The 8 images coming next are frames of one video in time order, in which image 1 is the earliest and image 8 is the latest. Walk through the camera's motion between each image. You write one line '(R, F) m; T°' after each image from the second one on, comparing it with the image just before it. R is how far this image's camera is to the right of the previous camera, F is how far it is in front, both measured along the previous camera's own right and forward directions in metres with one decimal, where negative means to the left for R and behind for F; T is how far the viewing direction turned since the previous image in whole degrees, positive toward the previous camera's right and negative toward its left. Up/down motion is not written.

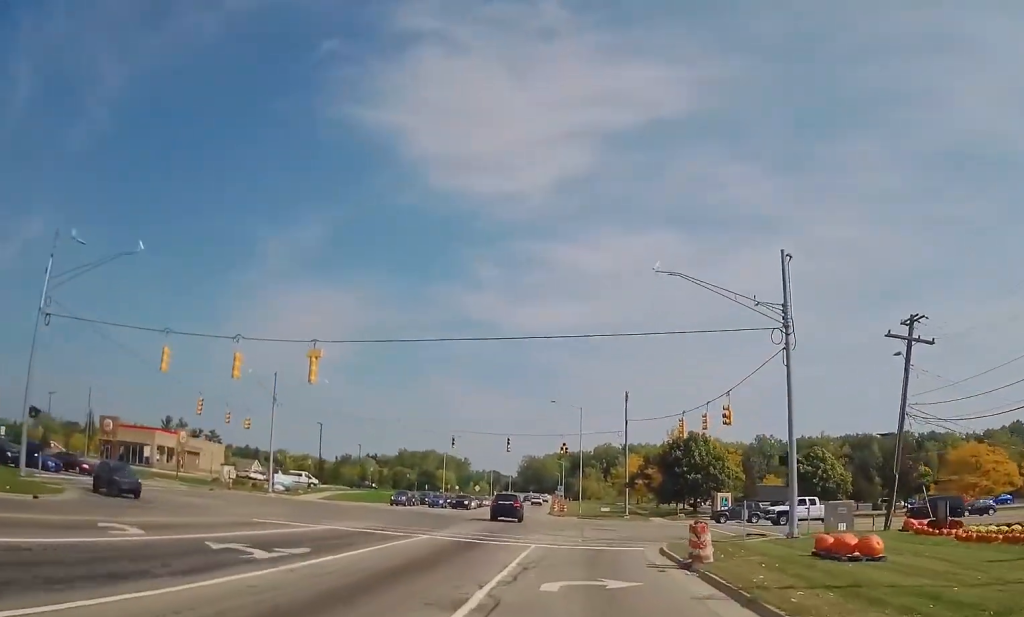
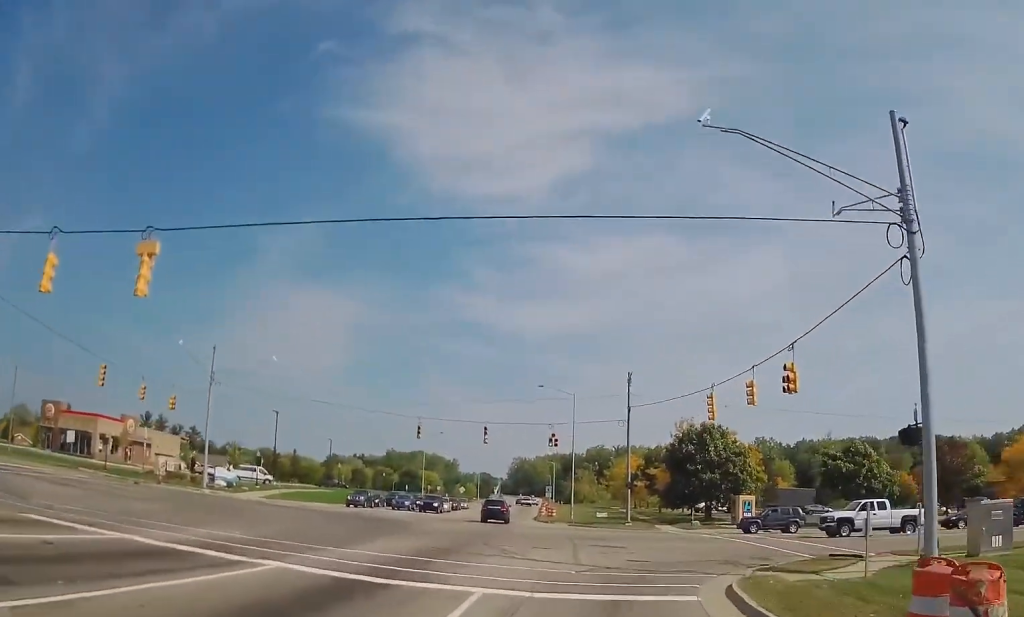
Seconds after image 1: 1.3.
(-0.5, +12.8) m; 0°
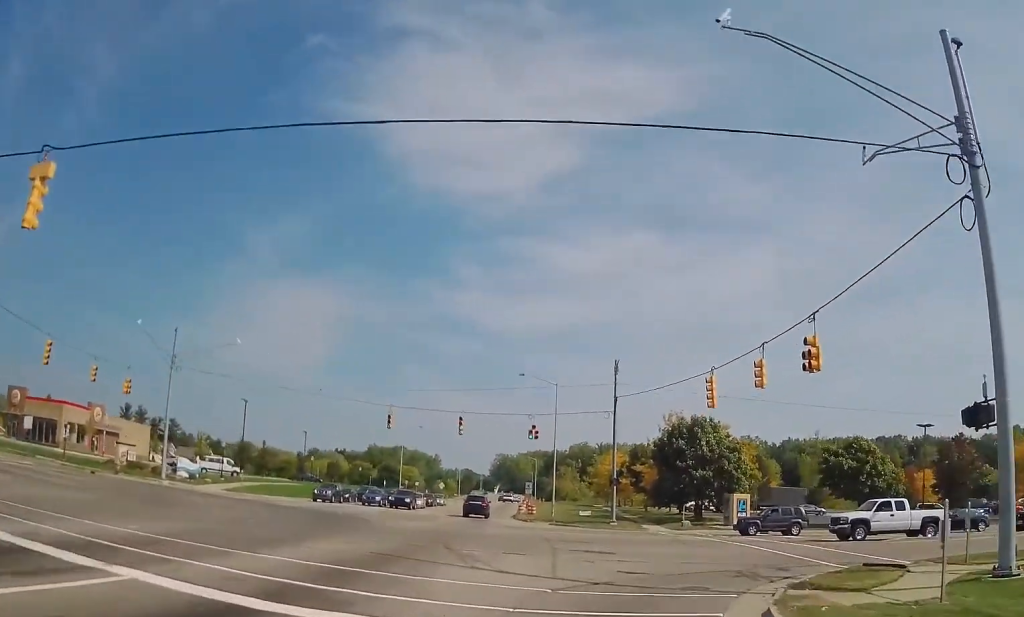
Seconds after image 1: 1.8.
(+0.2, +4.4) m; +2°
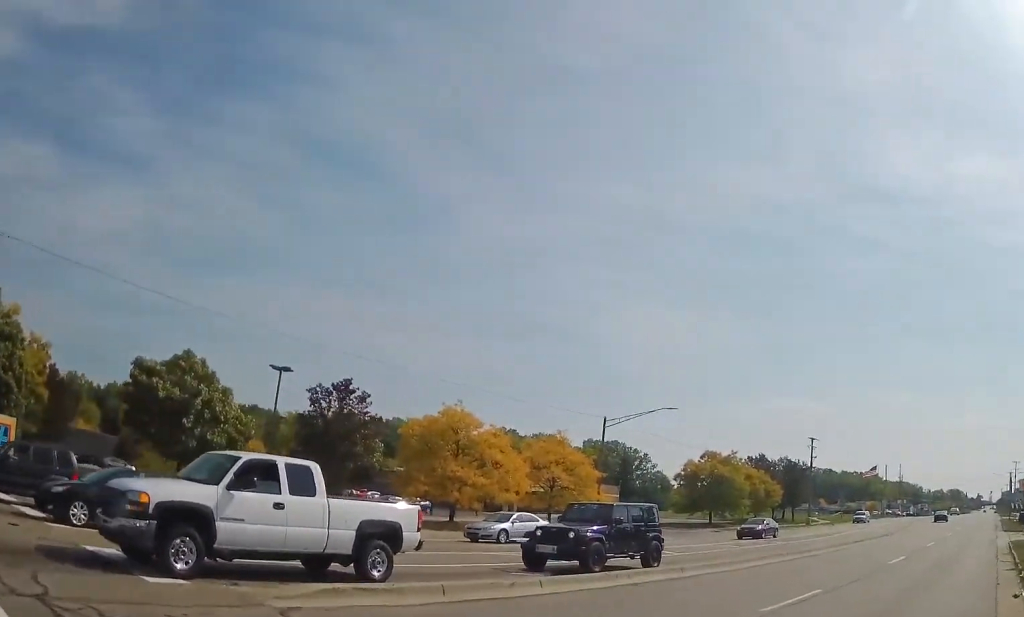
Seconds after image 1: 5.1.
(+6.8, +22.0) m; +58°
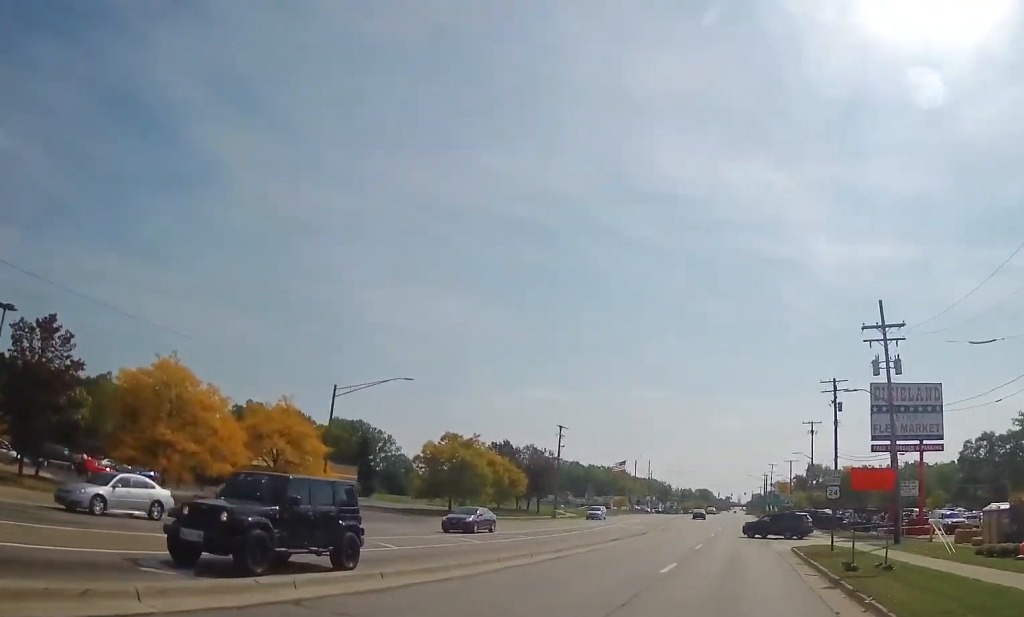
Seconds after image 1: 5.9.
(+1.5, +5.3) m; +22°
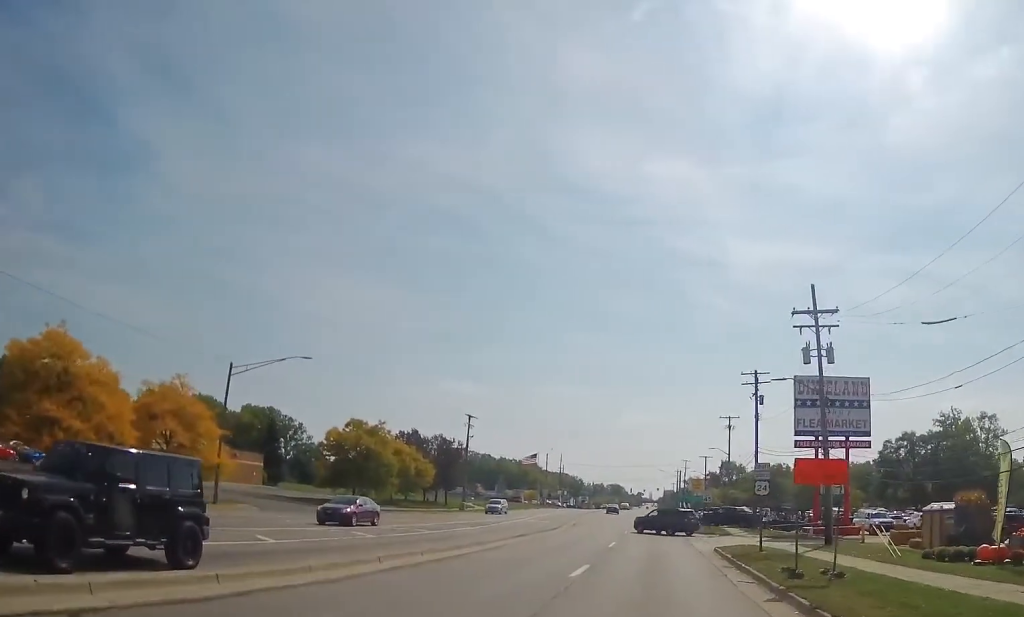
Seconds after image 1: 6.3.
(+0.4, +3.1) m; +10°
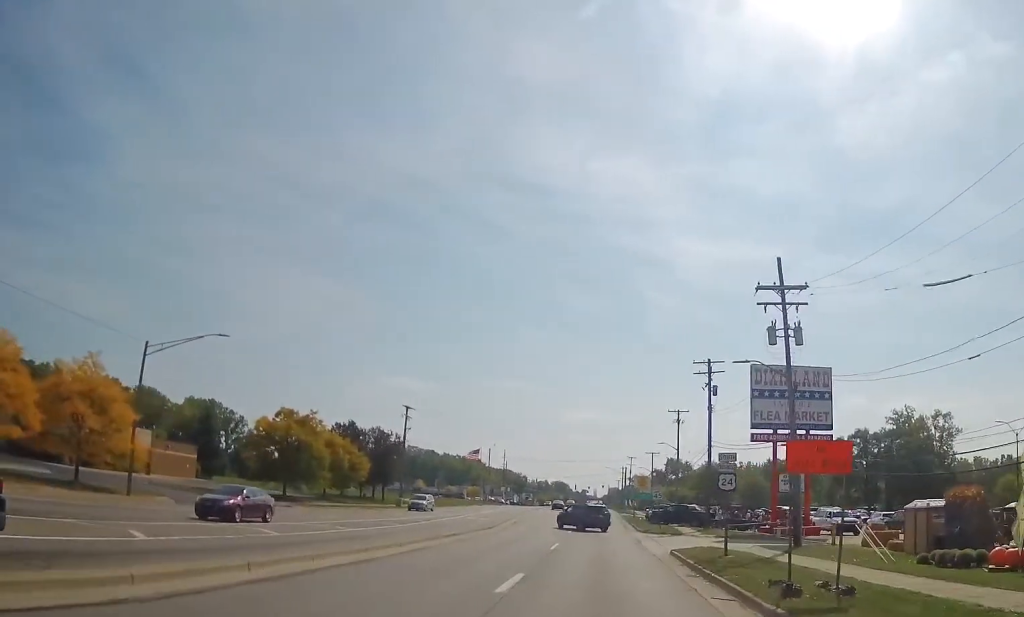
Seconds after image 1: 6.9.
(+0.2, +4.3) m; +2°
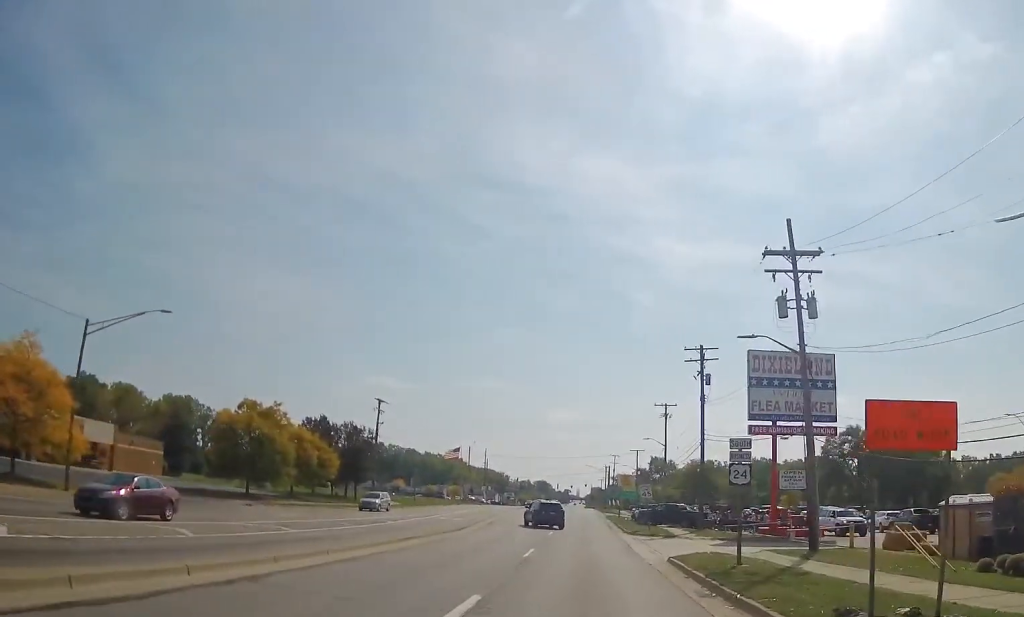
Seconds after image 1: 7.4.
(+0.1, +4.6) m; +1°
